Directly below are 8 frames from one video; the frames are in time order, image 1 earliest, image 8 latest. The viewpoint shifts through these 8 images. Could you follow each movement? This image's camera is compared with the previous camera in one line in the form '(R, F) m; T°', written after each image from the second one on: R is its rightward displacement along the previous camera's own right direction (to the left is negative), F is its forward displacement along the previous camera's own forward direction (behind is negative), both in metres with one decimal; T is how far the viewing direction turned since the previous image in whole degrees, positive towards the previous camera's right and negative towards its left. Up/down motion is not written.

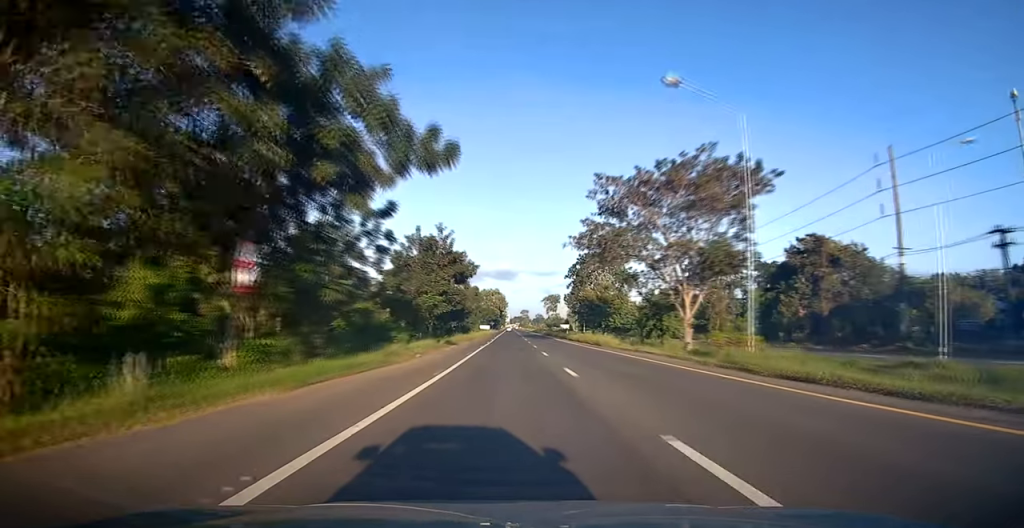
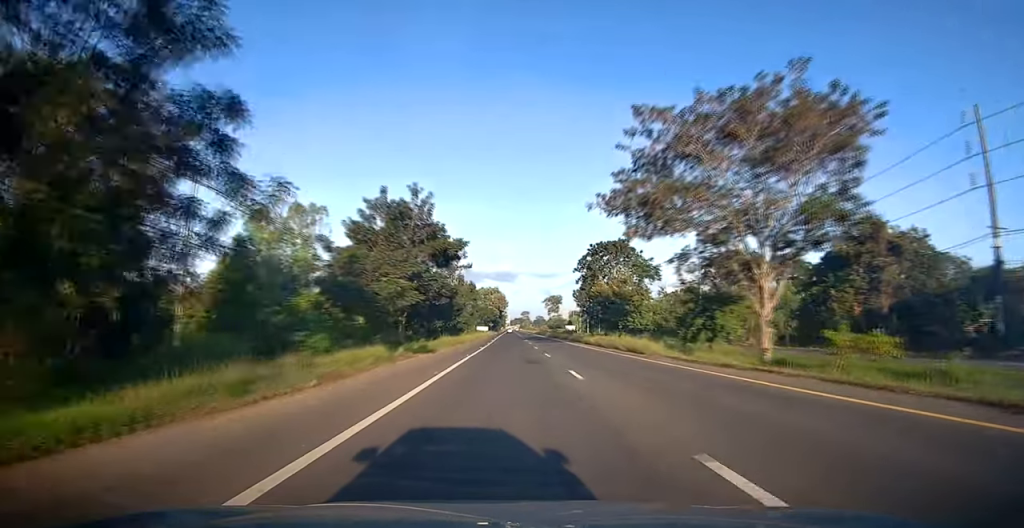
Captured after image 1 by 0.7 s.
(+0.1, +13.0) m; 0°
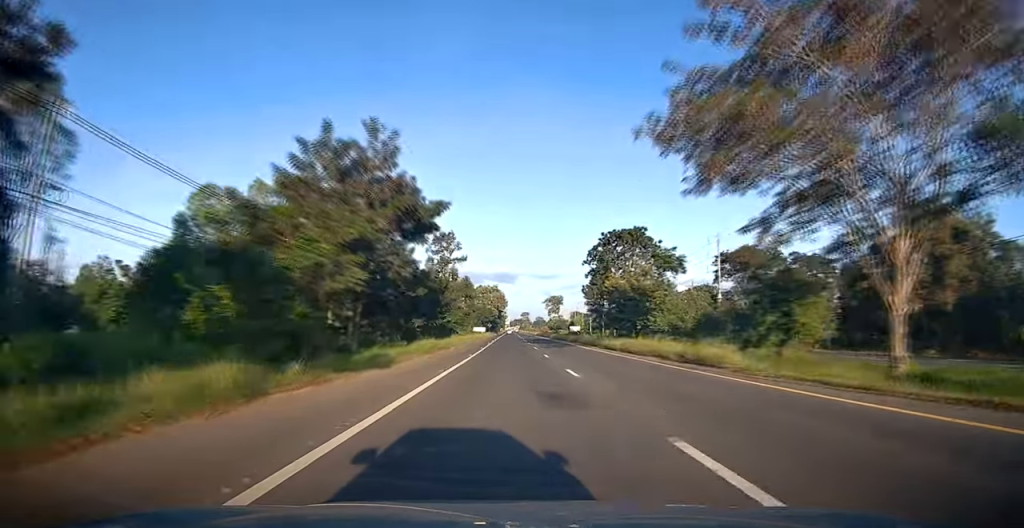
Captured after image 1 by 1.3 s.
(-0.3, +10.9) m; 0°
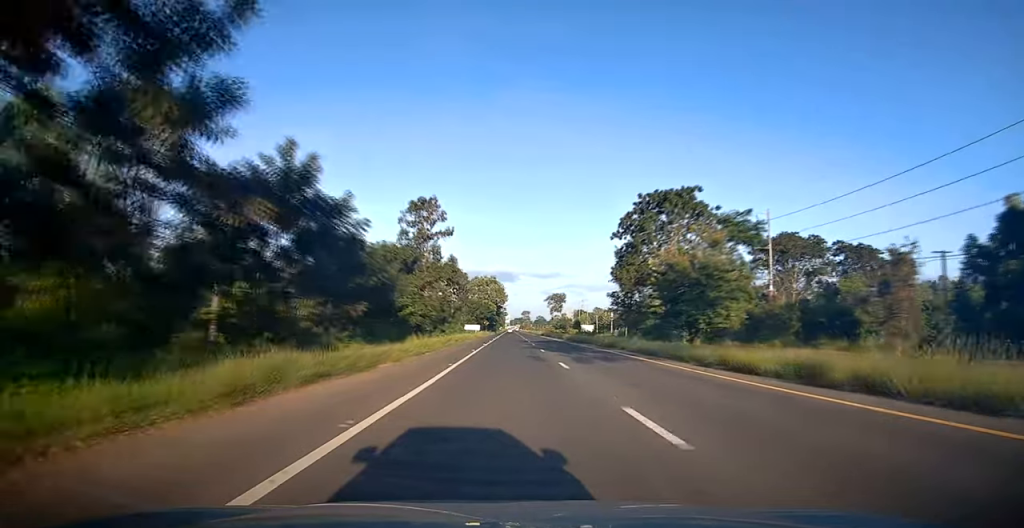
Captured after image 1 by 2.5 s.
(+0.3, +20.8) m; 0°
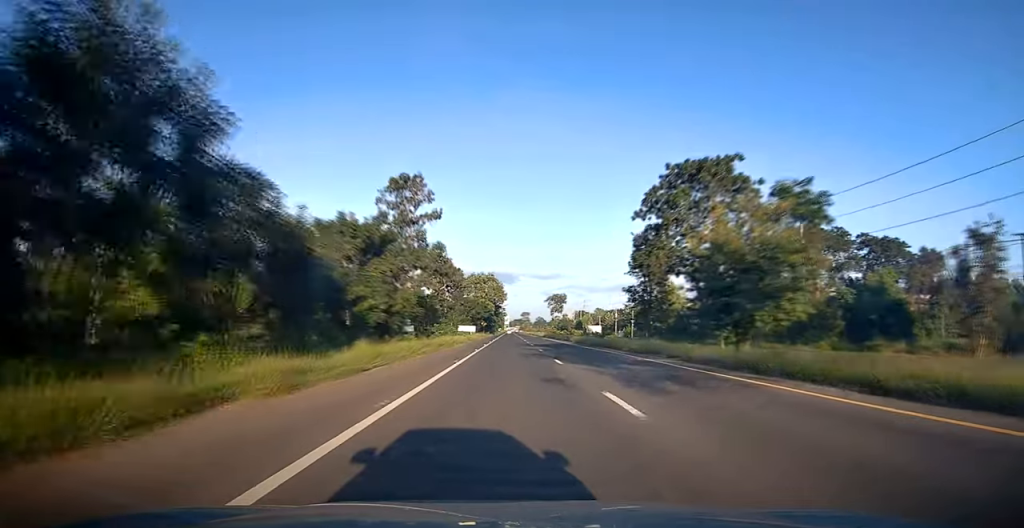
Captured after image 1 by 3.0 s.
(-0.2, +10.0) m; 0°
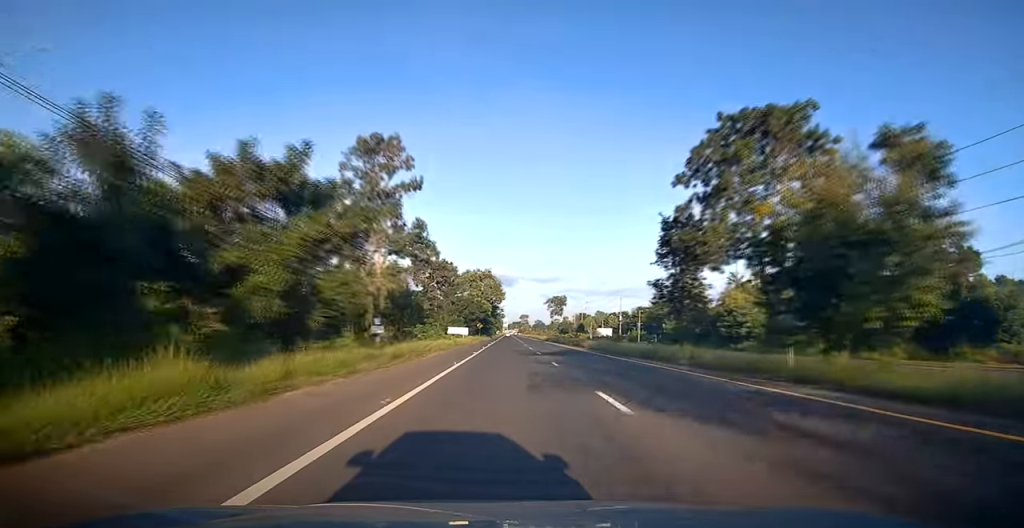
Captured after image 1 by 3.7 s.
(-0.1, +11.4) m; 0°
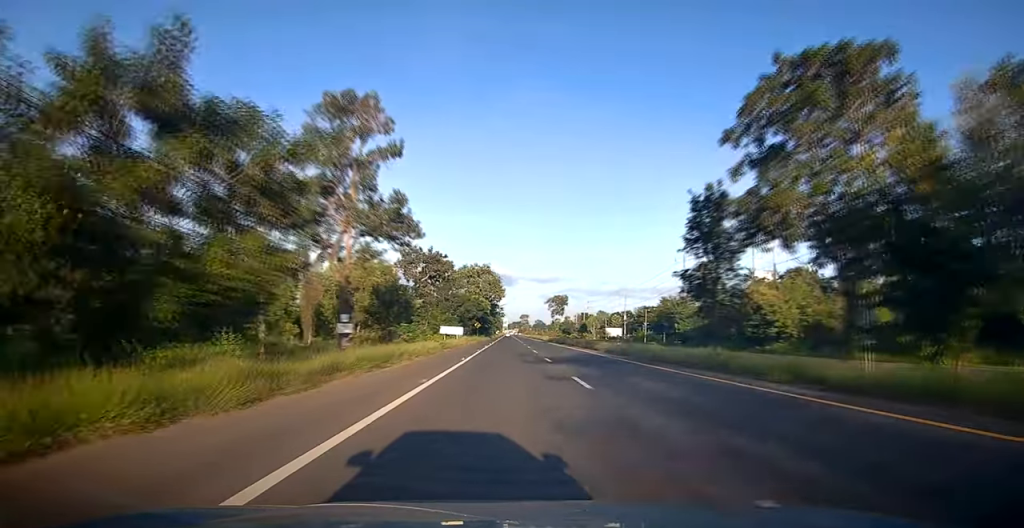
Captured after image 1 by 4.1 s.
(+0.1, +7.8) m; 0°
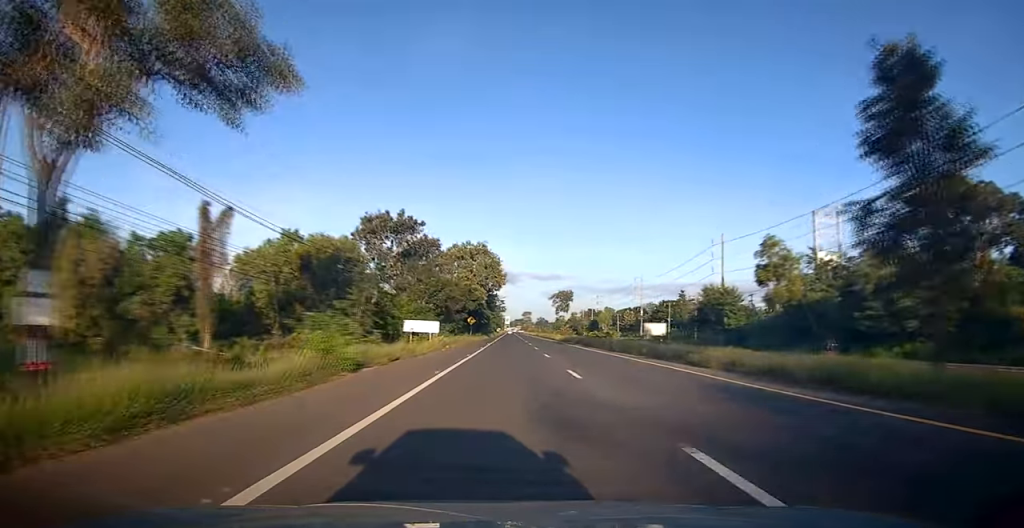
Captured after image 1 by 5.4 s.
(+0.2, +21.8) m; -1°
